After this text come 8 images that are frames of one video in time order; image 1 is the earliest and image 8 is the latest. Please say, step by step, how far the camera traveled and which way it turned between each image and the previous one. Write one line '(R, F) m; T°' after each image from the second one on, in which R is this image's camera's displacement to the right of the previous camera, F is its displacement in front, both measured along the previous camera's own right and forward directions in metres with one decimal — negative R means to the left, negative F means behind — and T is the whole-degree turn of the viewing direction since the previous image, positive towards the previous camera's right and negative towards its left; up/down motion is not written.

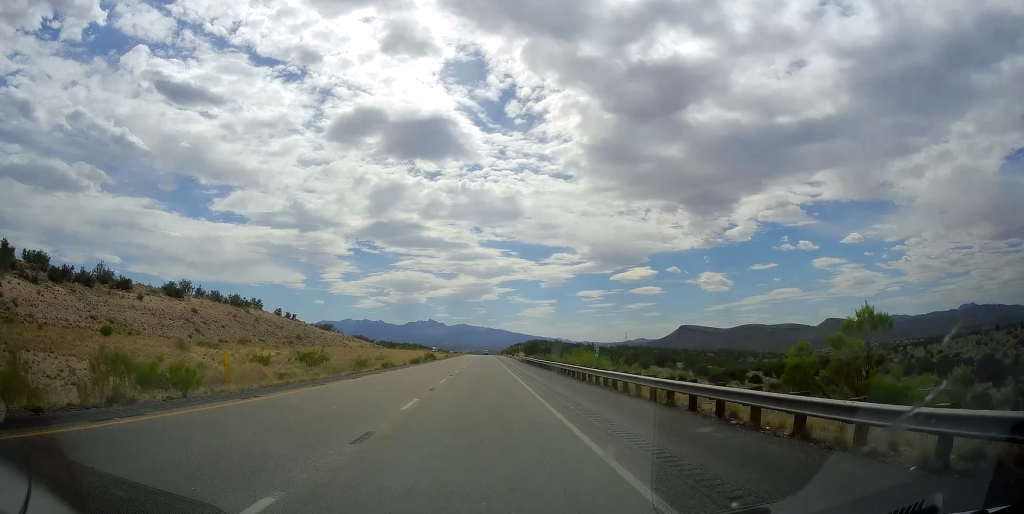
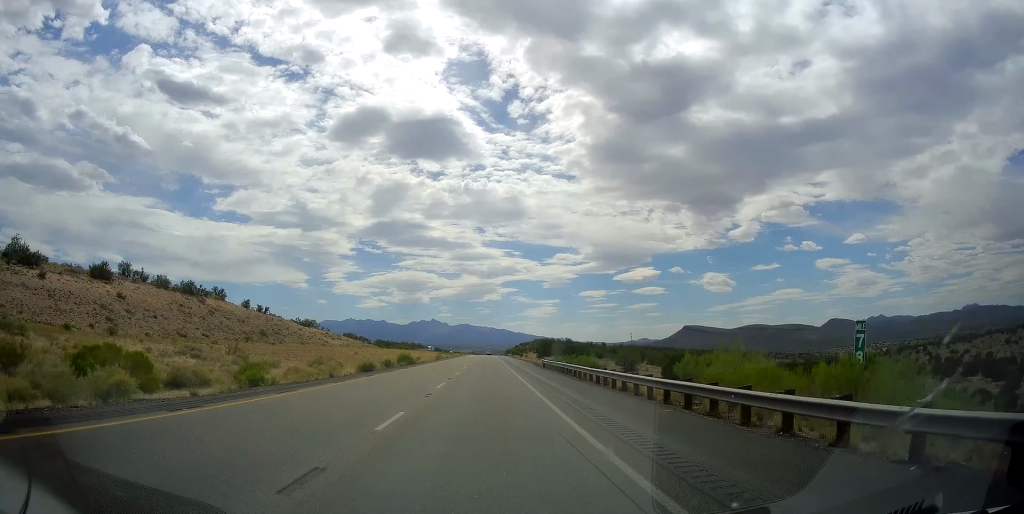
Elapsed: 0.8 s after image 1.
(+0.3, +27.9) m; 0°
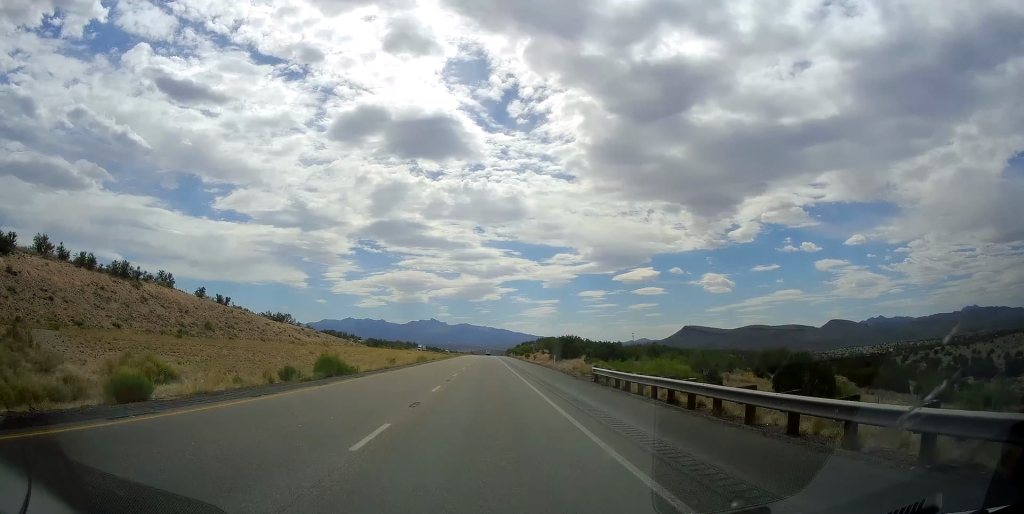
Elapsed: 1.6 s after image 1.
(+0.1, +26.8) m; -1°
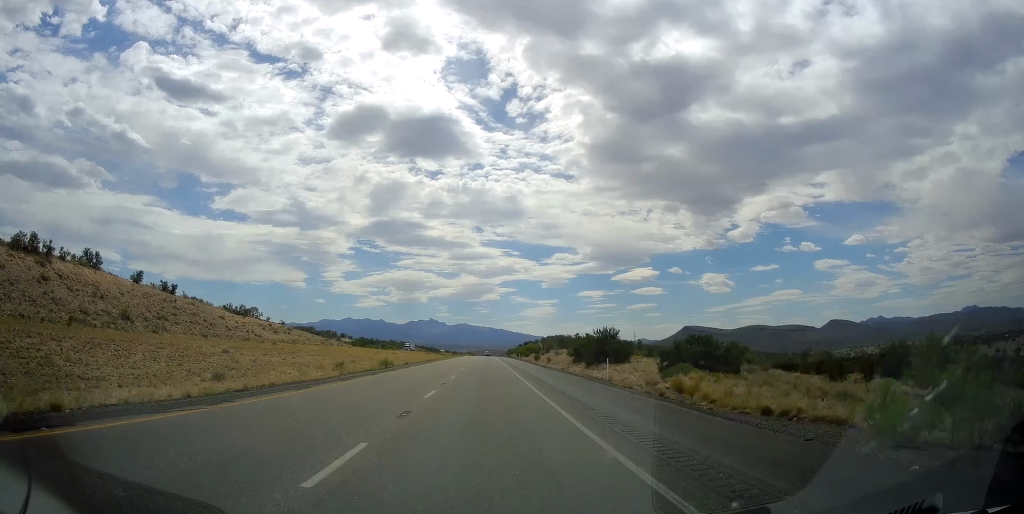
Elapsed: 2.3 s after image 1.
(-0.4, +26.8) m; 0°
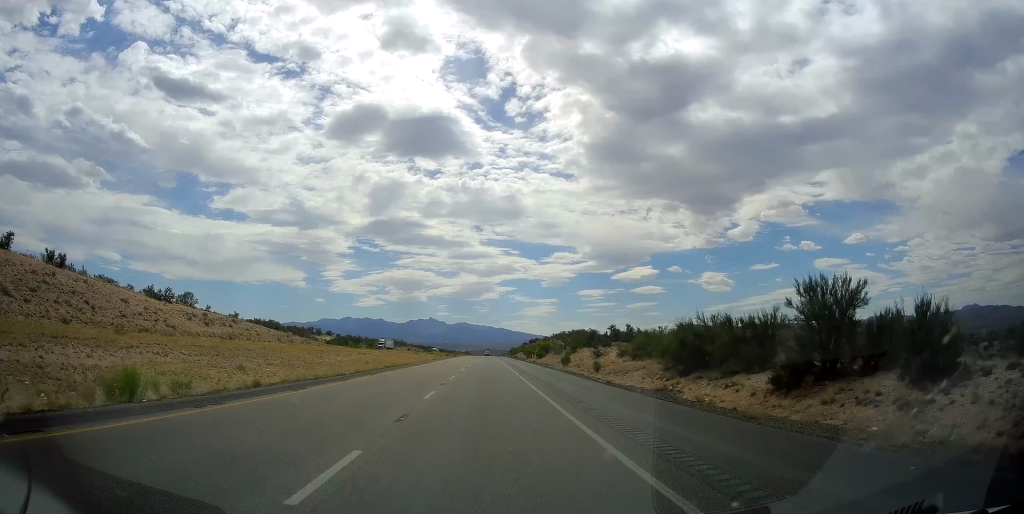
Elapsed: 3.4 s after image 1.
(+0.2, +37.3) m; +1°
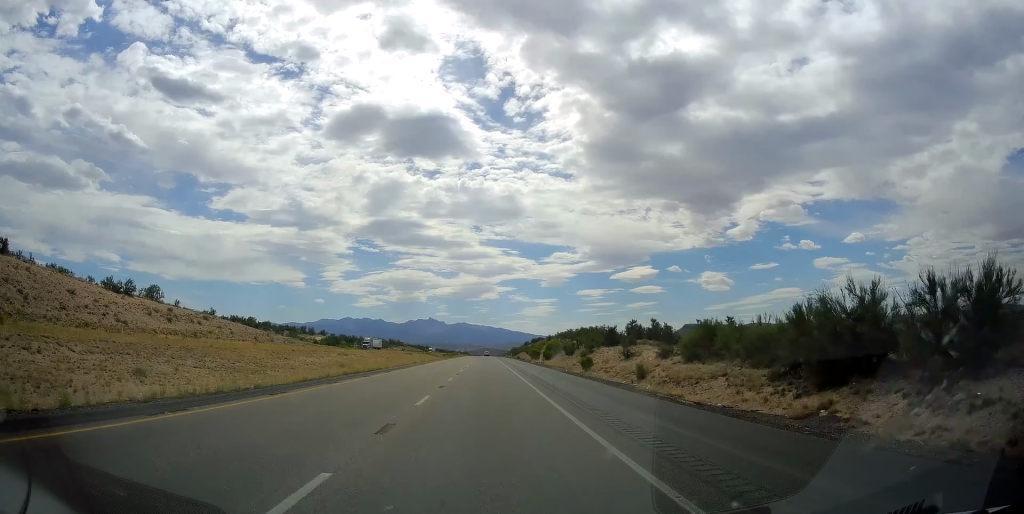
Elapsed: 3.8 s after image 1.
(+0.1, +14.0) m; 0°
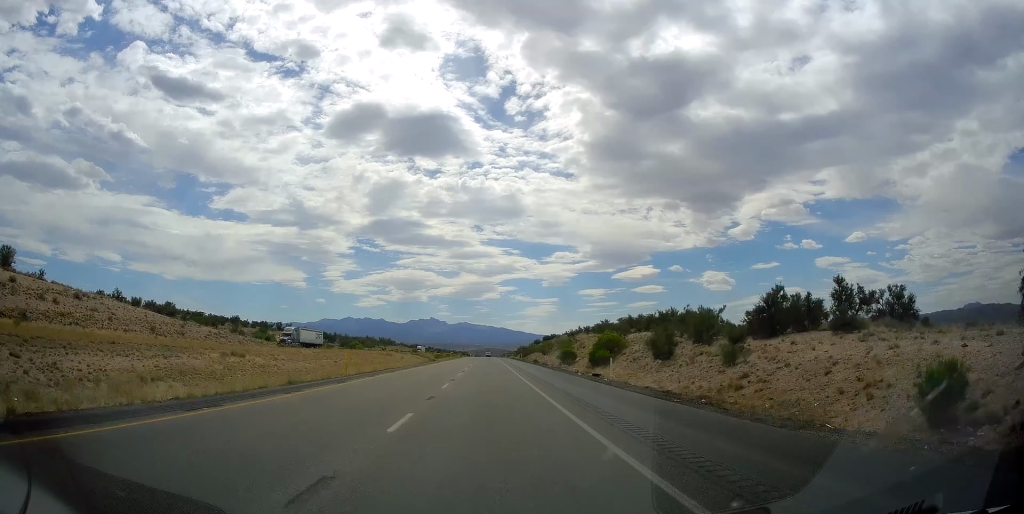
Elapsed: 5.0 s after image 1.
(0.0, +41.9) m; 0°
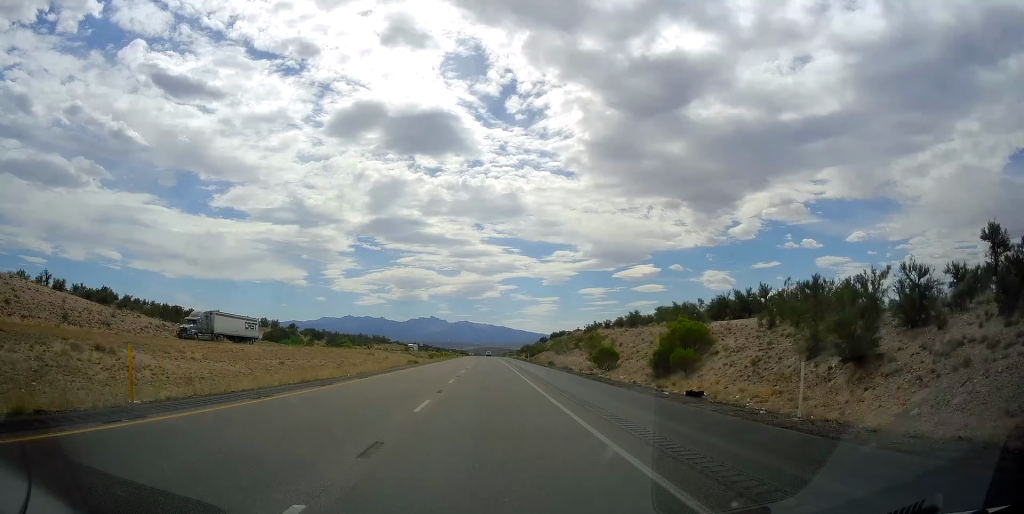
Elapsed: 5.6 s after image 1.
(+0.1, +21.0) m; -1°
